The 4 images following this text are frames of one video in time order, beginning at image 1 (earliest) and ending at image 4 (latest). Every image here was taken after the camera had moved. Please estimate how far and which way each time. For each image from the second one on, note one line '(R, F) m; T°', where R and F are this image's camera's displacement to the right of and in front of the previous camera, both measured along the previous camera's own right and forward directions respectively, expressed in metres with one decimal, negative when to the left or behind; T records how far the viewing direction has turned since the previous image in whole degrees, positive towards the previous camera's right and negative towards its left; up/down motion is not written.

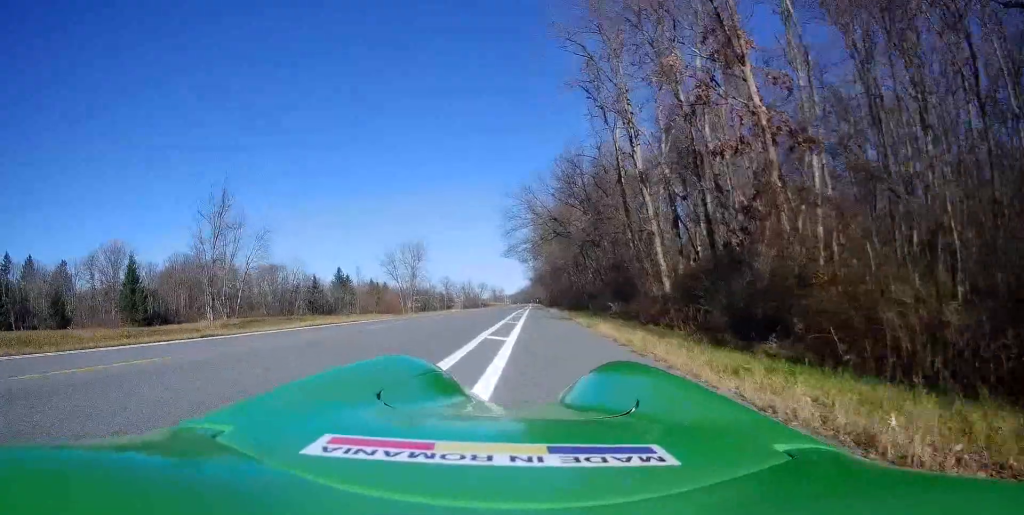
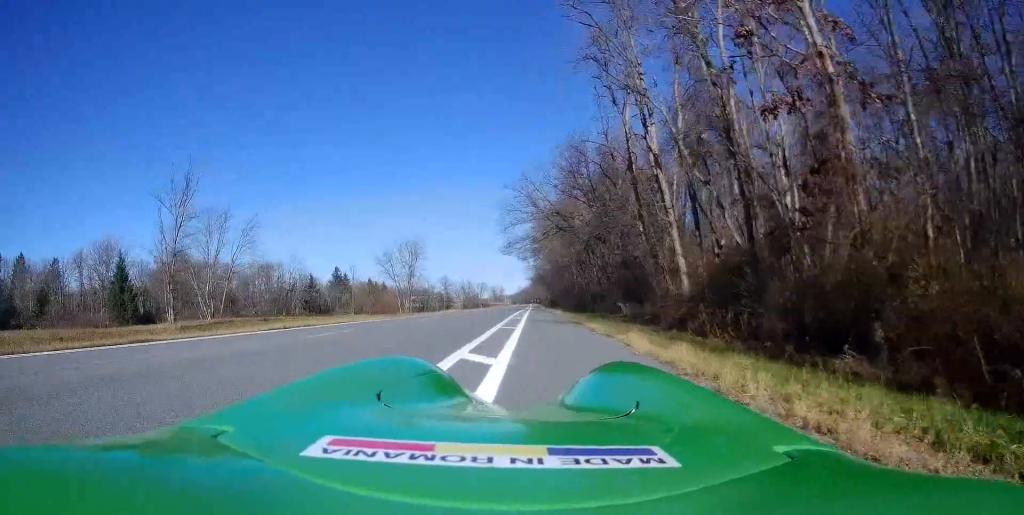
(0.0, +3.9) m; +2°
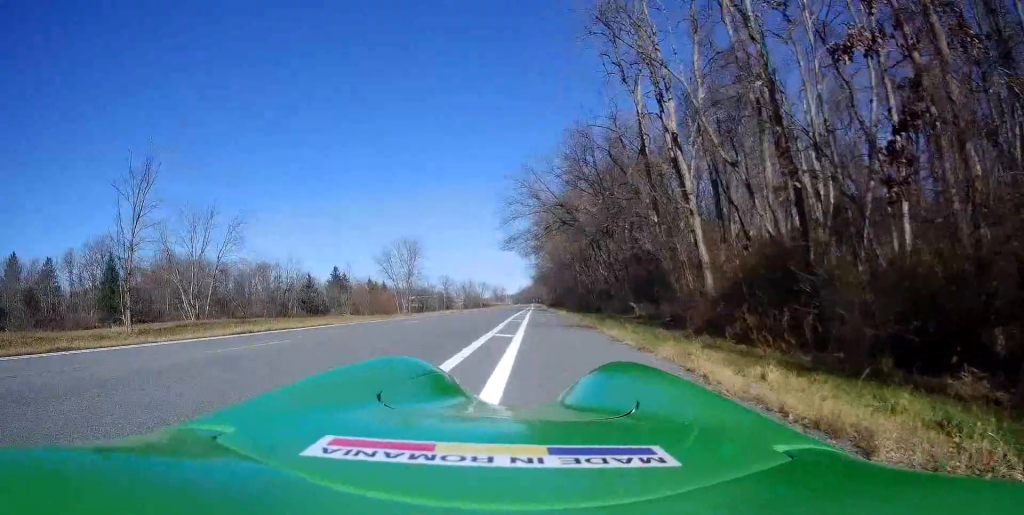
(+0.1, +3.9) m; +2°
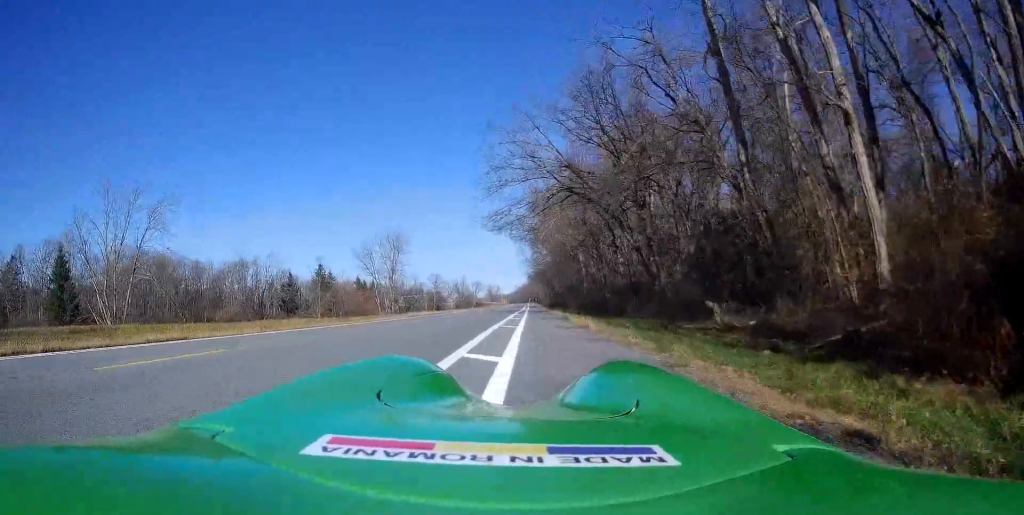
(+0.3, +14.1) m; -3°
